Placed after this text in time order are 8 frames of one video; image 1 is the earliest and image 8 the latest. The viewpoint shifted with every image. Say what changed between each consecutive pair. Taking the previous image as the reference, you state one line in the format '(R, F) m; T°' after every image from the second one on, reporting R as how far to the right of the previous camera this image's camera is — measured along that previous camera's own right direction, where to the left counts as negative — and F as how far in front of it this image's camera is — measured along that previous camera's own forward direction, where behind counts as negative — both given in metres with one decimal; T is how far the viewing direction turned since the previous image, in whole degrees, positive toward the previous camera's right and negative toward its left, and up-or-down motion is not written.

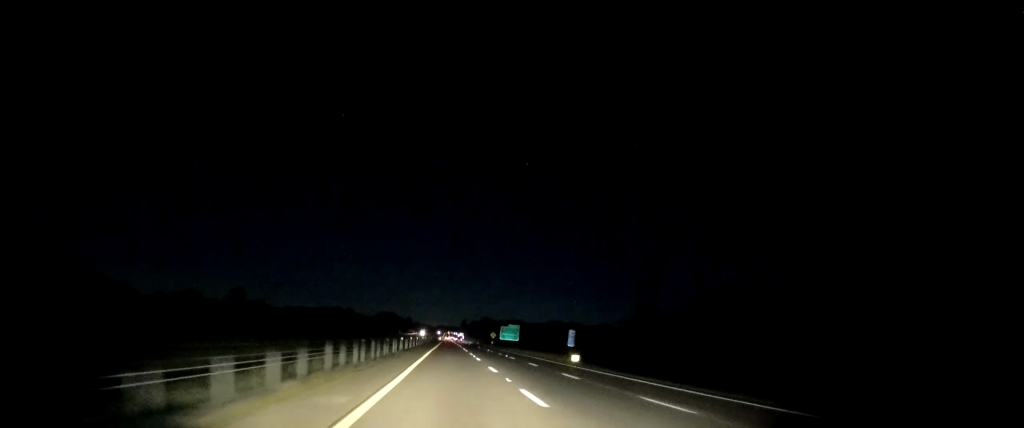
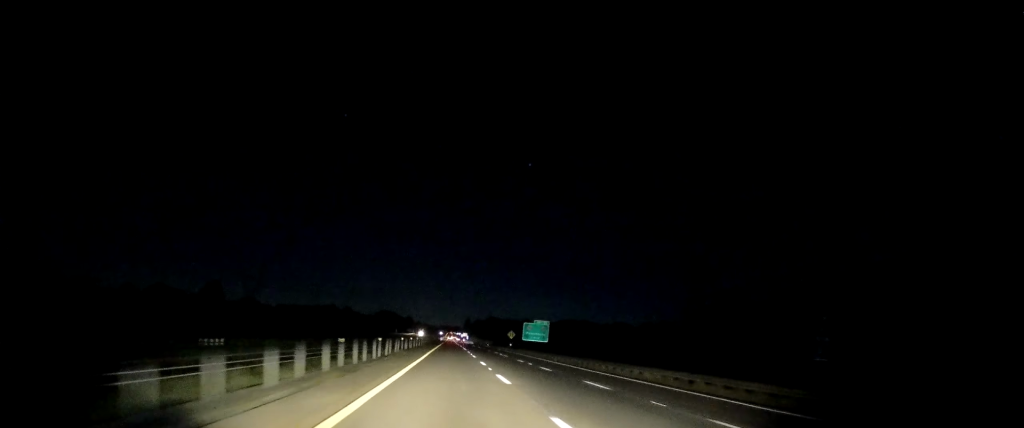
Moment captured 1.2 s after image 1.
(0.0, +41.5) m; +1°
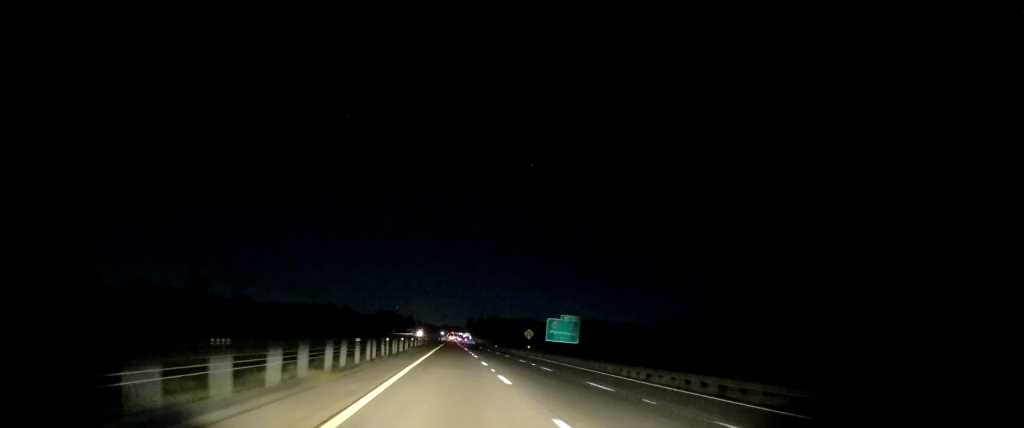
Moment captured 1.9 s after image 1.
(+0.1, +24.3) m; 0°
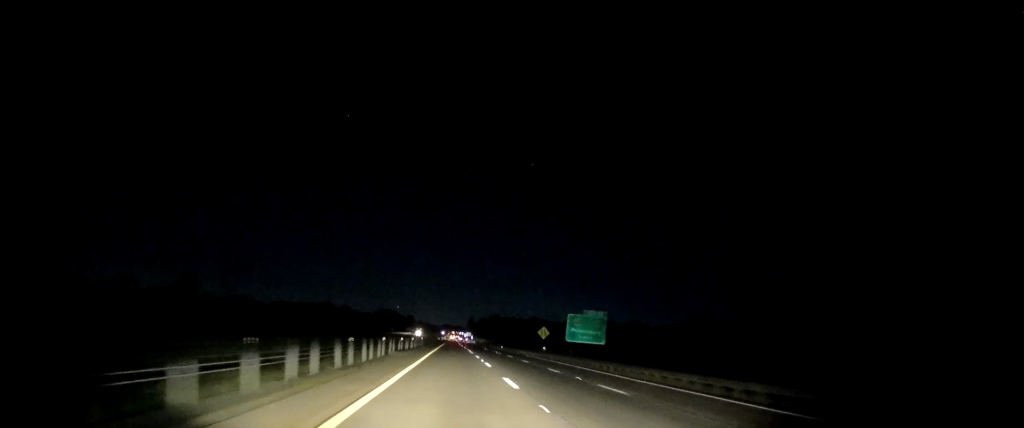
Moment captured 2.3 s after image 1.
(+0.2, +13.9) m; 0°
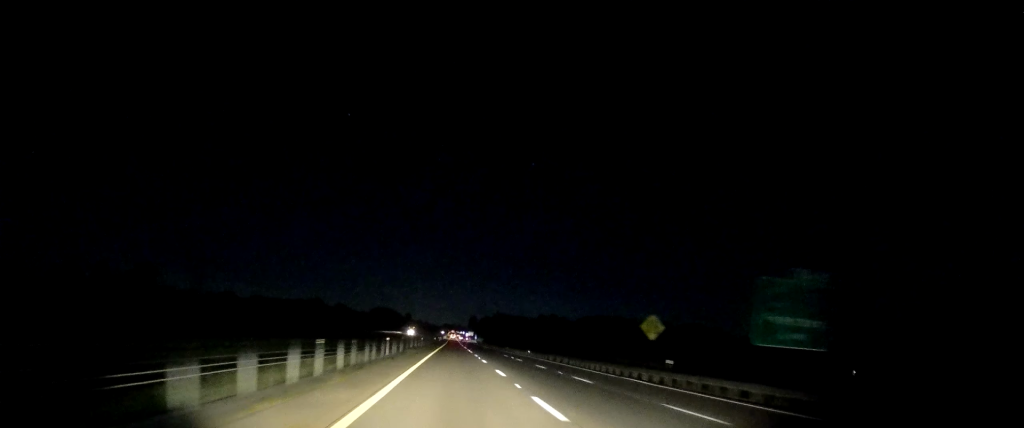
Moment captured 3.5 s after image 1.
(-0.6, +43.0) m; -1°
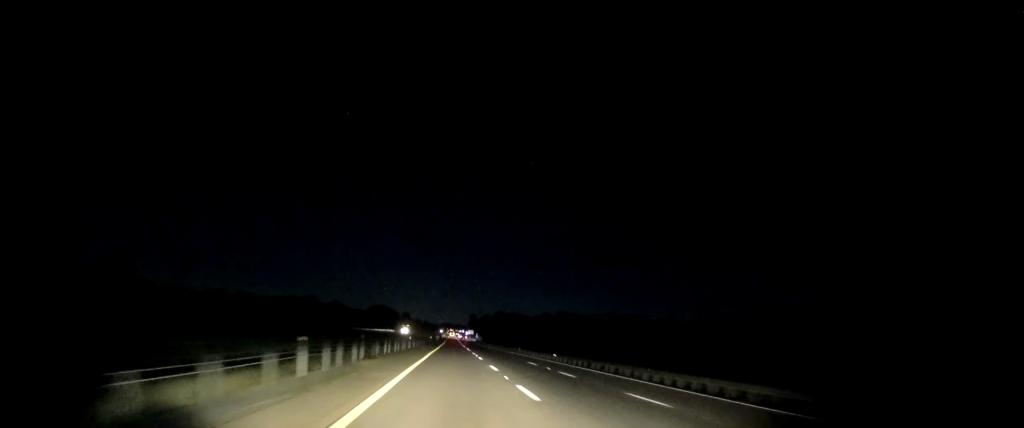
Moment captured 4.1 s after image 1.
(+0.2, +21.0) m; 0°
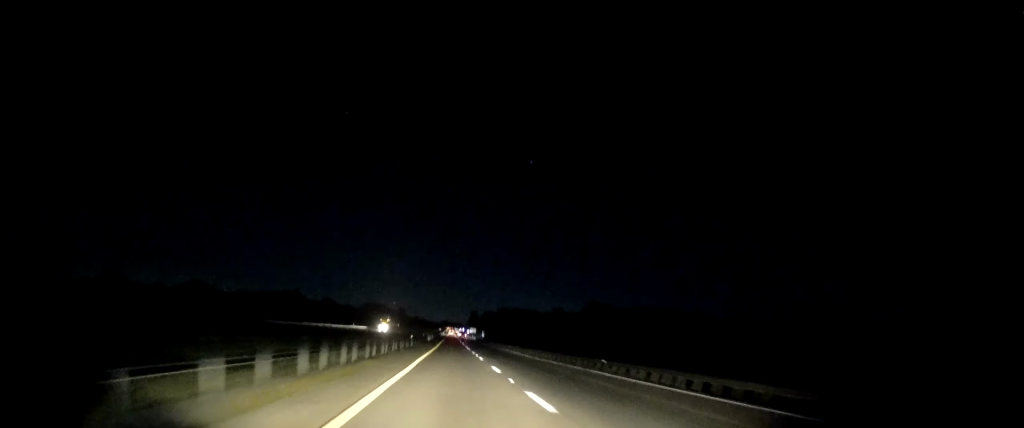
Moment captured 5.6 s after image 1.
(0.0, +51.1) m; 0°
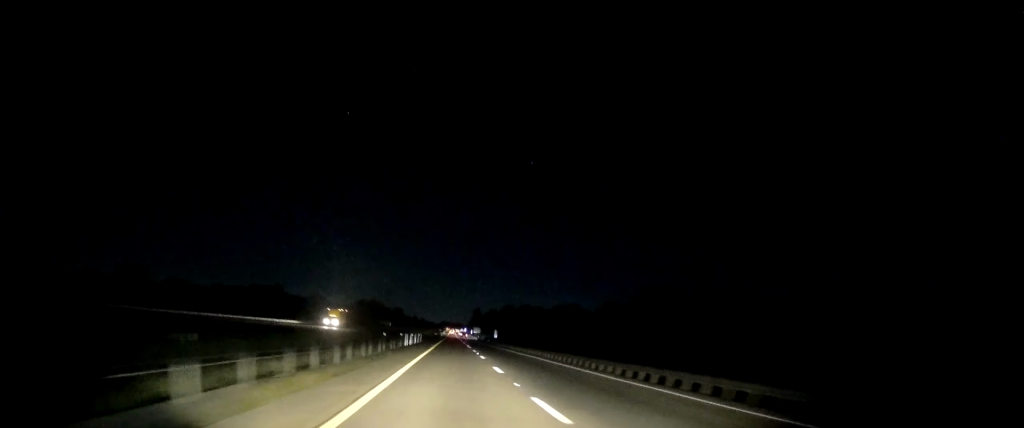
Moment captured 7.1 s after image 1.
(+0.8, +50.5) m; +1°
